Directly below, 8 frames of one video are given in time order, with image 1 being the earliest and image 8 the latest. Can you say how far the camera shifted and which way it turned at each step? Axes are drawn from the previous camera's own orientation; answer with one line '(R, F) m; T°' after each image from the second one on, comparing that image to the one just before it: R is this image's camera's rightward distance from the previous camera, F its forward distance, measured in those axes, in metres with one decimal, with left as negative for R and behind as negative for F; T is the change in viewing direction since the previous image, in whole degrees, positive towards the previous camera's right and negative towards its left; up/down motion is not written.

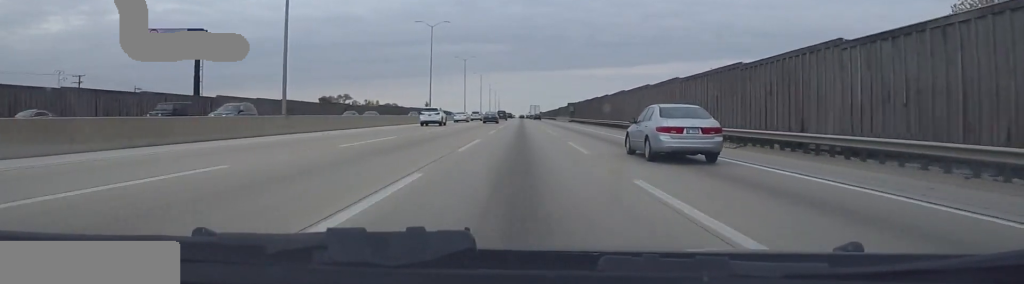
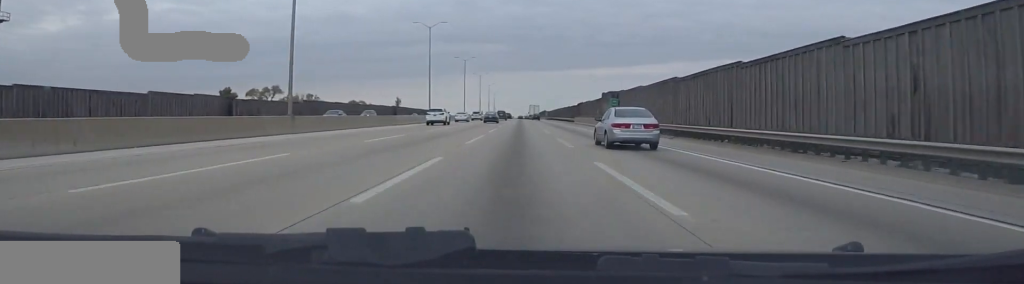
(-0.6, +55.6) m; -2°
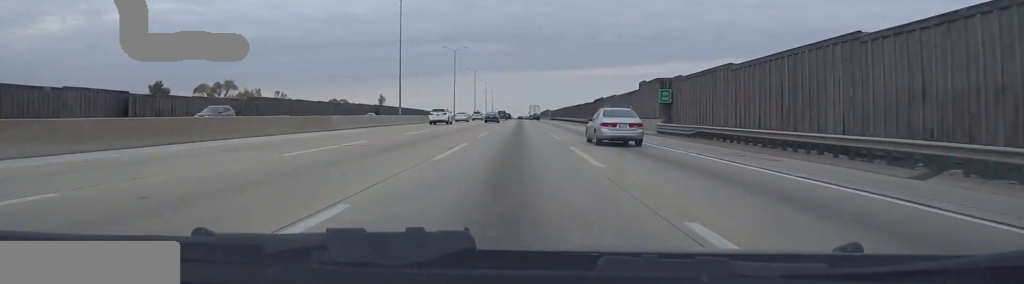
(-0.1, +22.4) m; +1°
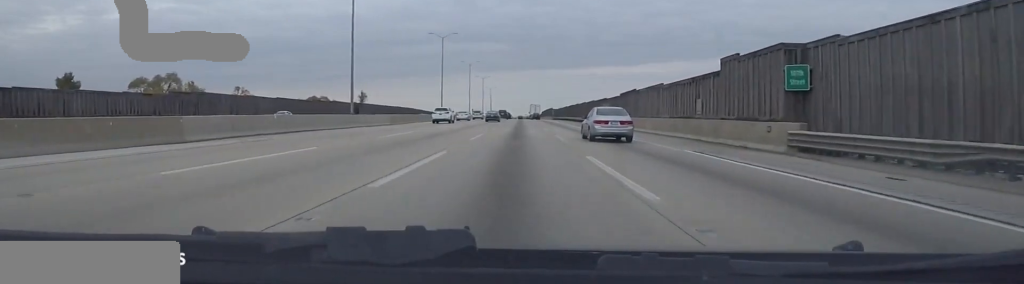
(+0.9, +20.2) m; +1°
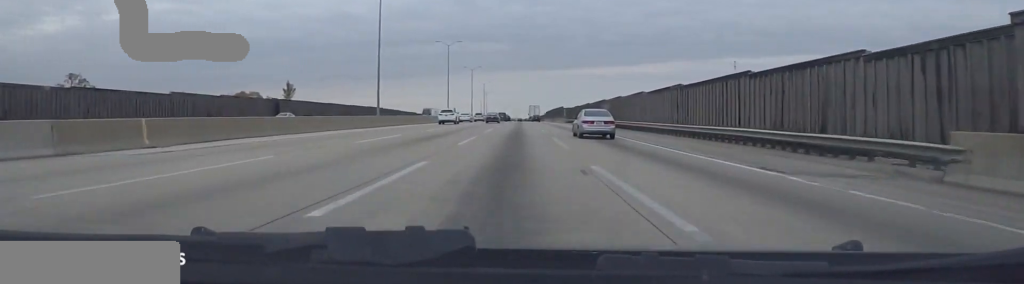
(-2.2, +47.3) m; -2°
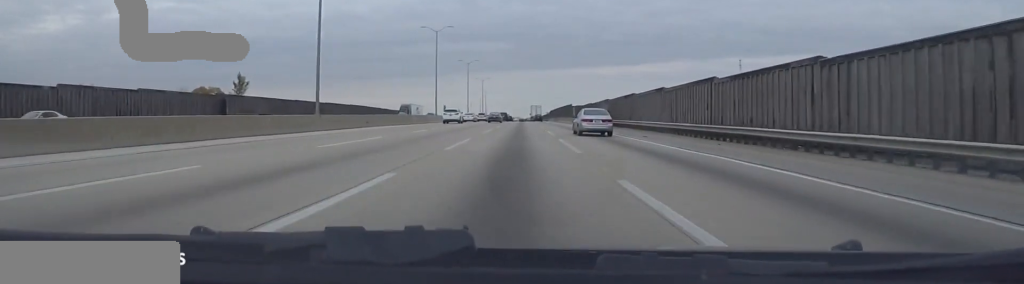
(0.0, +18.6) m; +1°
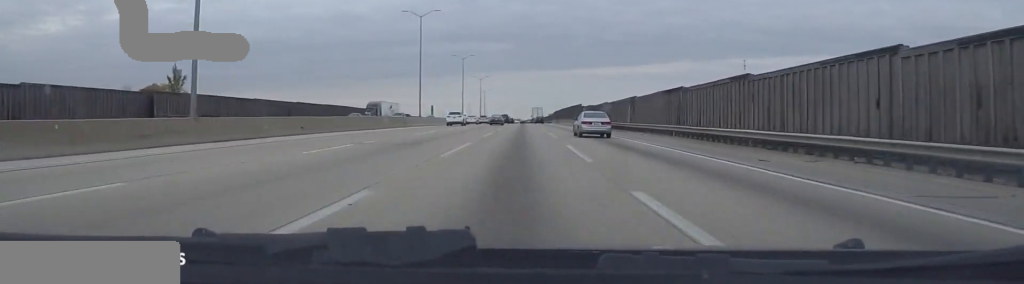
(+0.7, +17.2) m; +1°
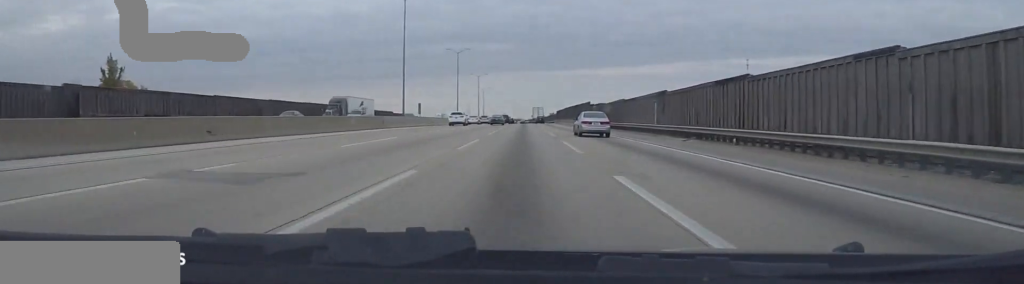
(-0.1, +12.0) m; 0°
